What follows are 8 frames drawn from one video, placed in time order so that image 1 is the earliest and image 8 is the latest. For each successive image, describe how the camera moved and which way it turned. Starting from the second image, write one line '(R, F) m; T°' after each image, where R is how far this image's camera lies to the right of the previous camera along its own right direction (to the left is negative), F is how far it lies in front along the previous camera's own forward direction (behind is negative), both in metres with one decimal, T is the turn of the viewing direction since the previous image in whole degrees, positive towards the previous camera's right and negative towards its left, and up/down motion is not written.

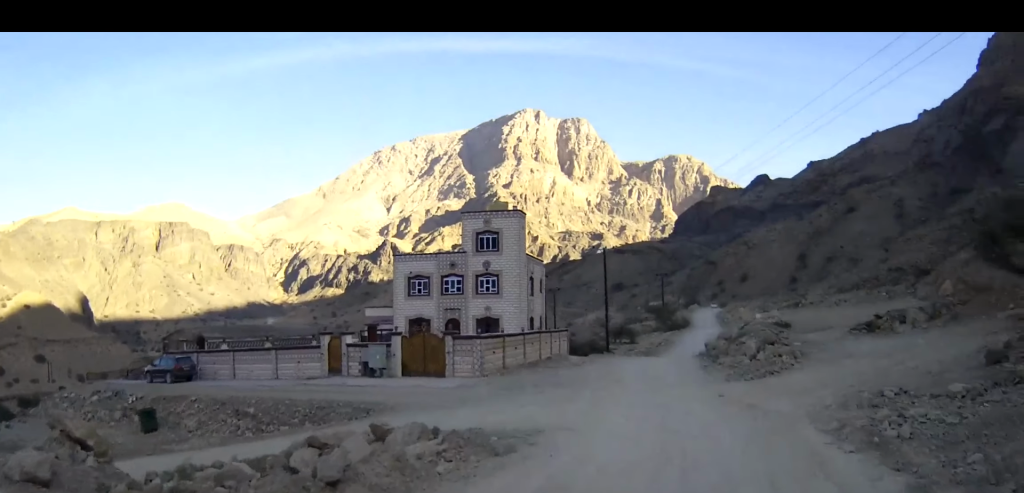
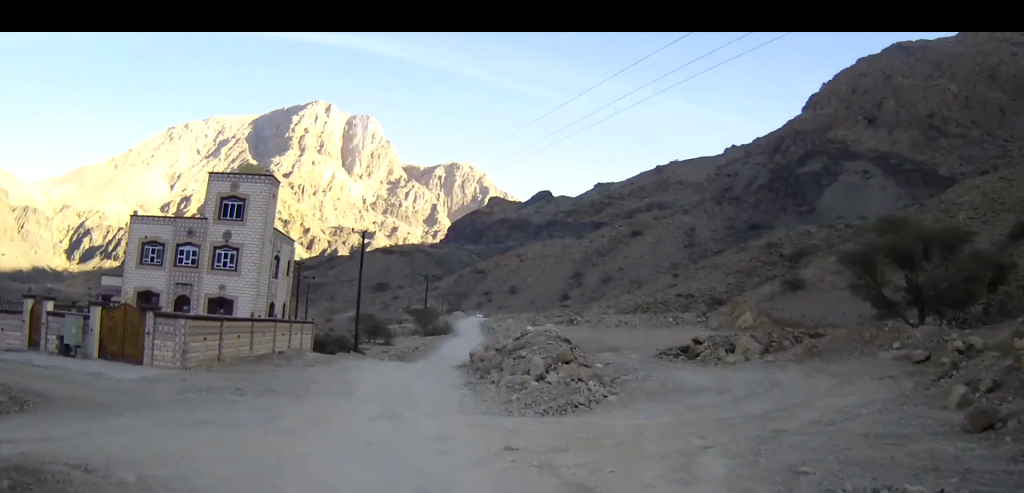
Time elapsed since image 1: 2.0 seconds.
(+1.9, +8.5) m; +19°
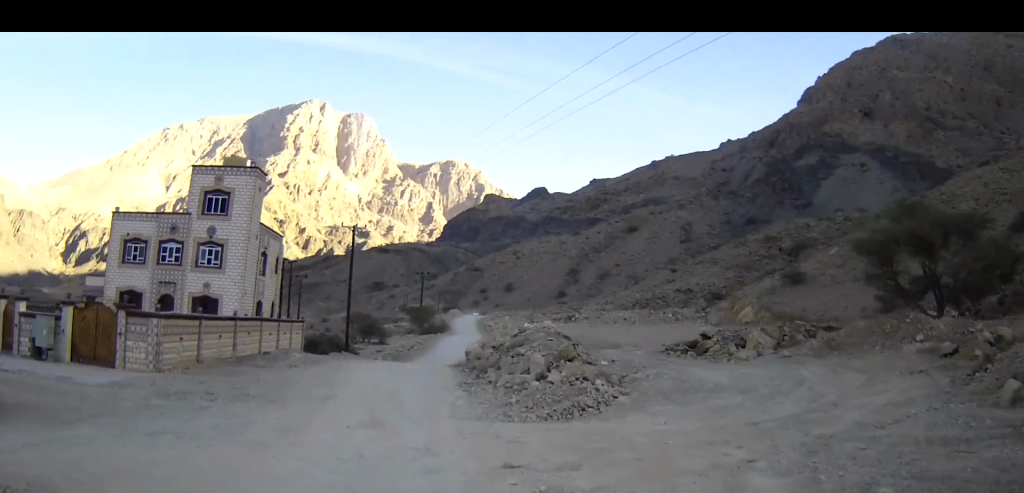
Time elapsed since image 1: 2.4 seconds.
(0.0, +2.0) m; 0°
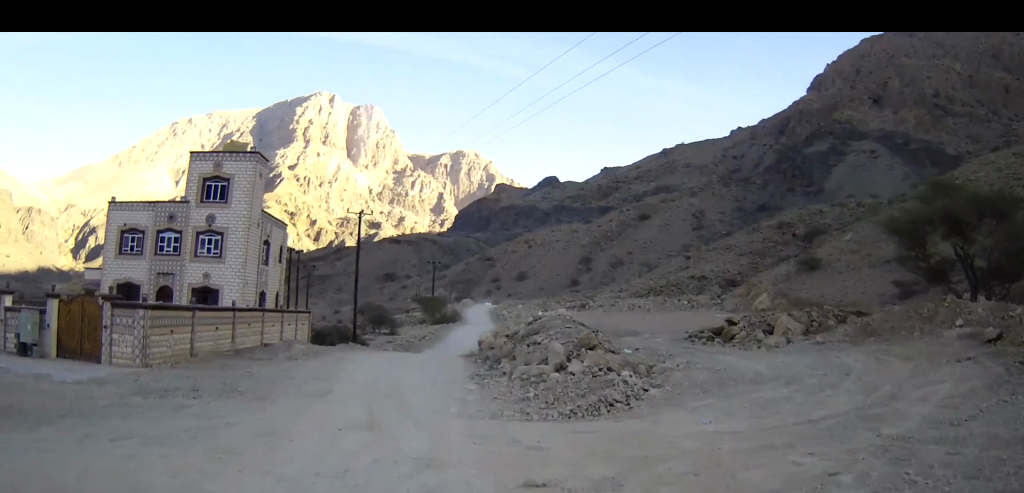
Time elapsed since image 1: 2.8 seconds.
(0.0, +1.8) m; -1°
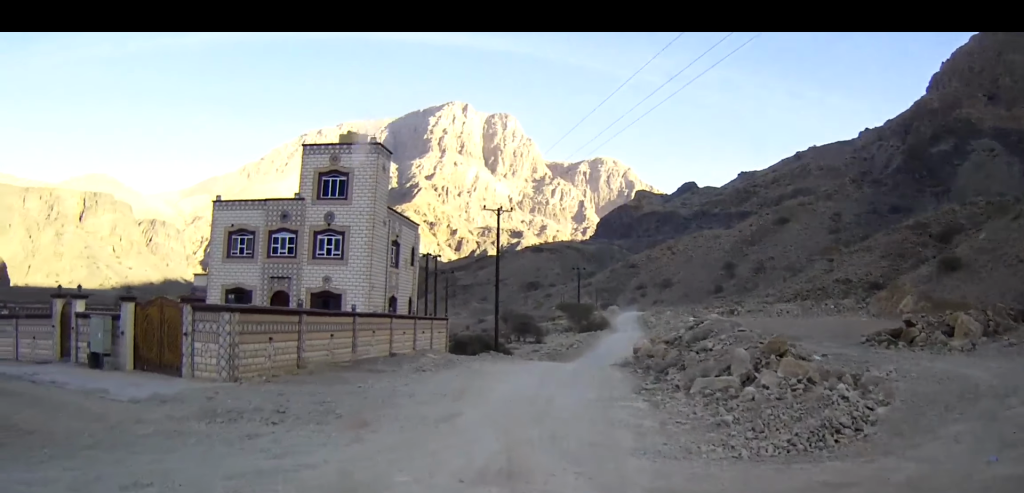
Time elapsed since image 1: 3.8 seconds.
(-0.1, +4.4) m; -12°
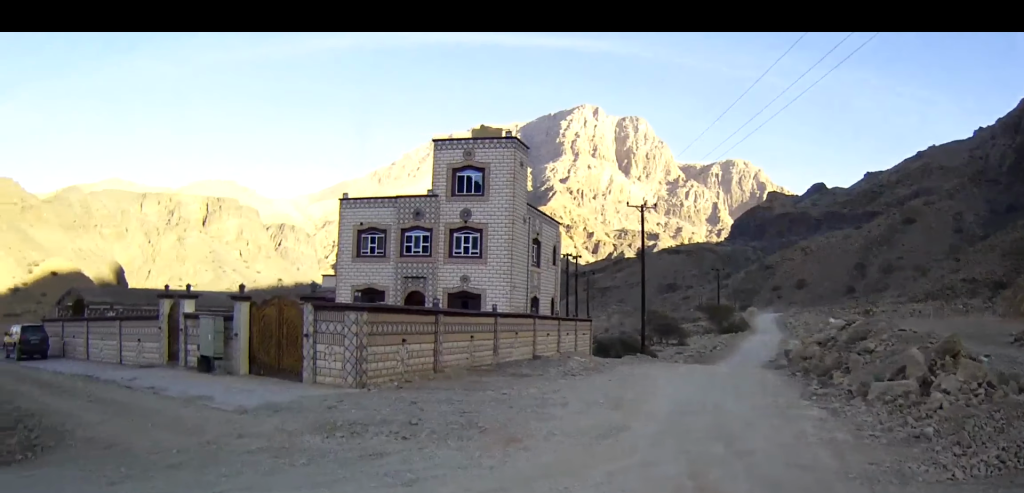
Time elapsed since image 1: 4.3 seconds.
(-0.3, +2.2) m; -14°
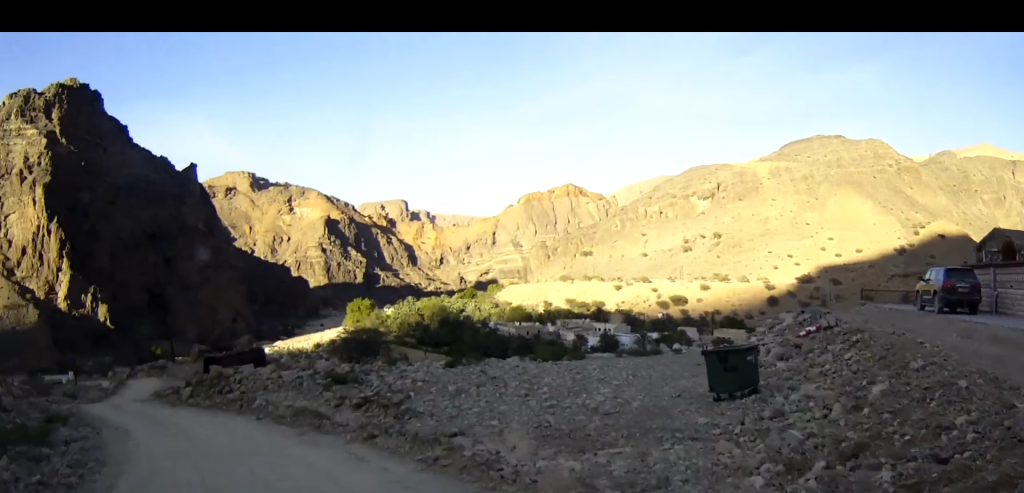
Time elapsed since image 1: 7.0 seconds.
(-5.8, +7.2) m; -74°
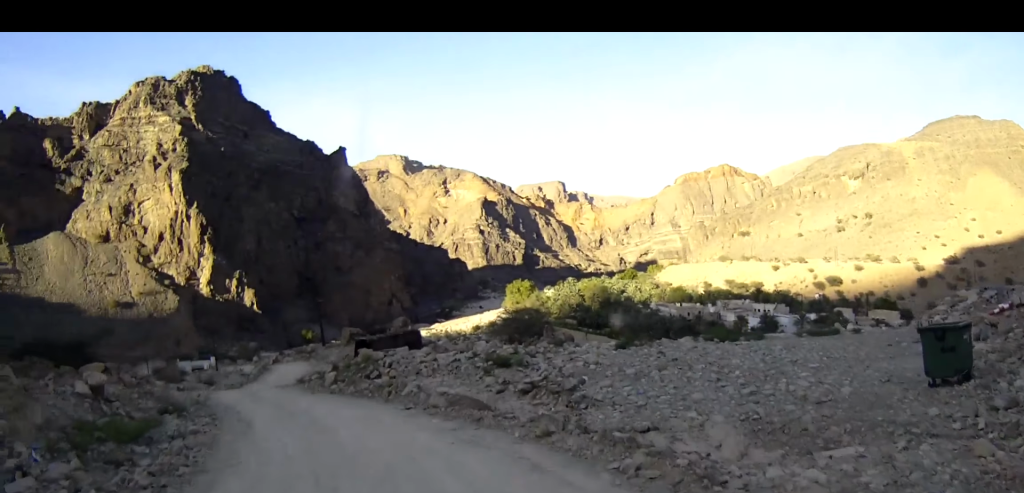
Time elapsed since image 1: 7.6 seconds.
(-0.1, +2.3) m; -13°
